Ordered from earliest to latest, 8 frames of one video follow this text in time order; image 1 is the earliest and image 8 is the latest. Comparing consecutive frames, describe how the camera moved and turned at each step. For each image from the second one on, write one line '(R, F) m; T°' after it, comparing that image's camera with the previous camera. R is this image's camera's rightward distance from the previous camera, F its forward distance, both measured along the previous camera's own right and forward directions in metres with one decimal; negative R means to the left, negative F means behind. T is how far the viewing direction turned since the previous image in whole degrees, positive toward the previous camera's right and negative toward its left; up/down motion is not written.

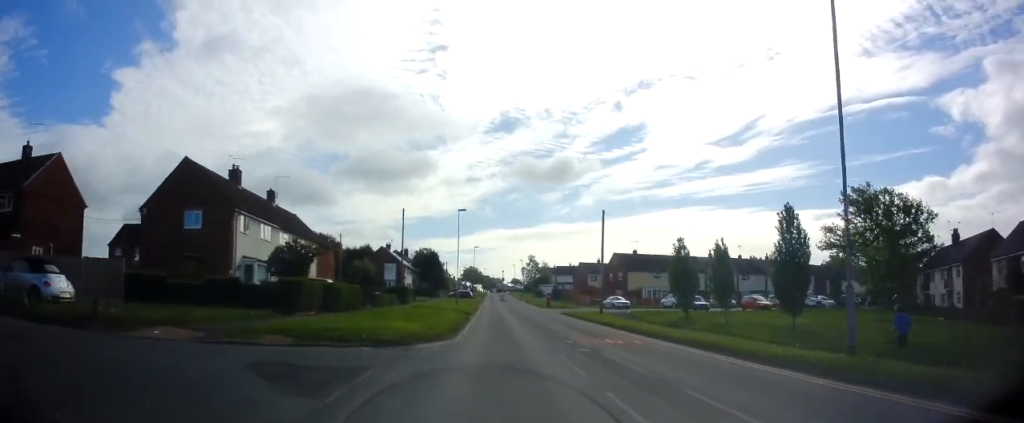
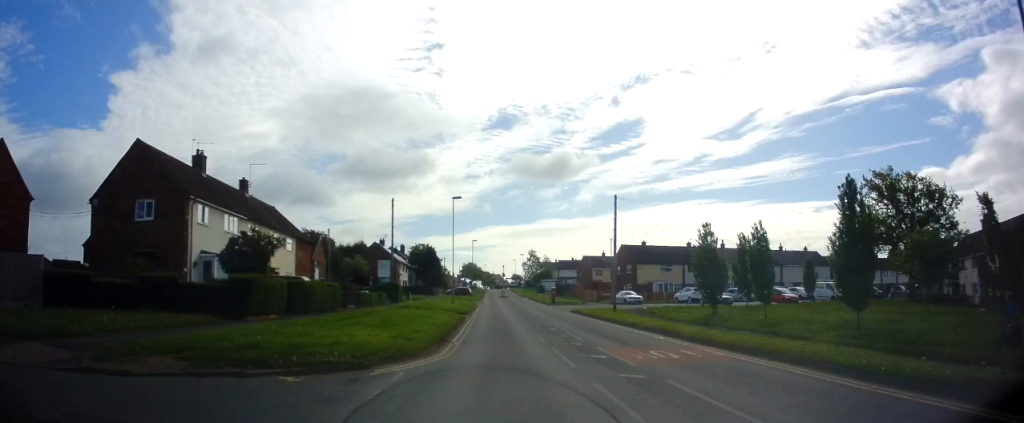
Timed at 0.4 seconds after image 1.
(0.0, +5.0) m; 0°
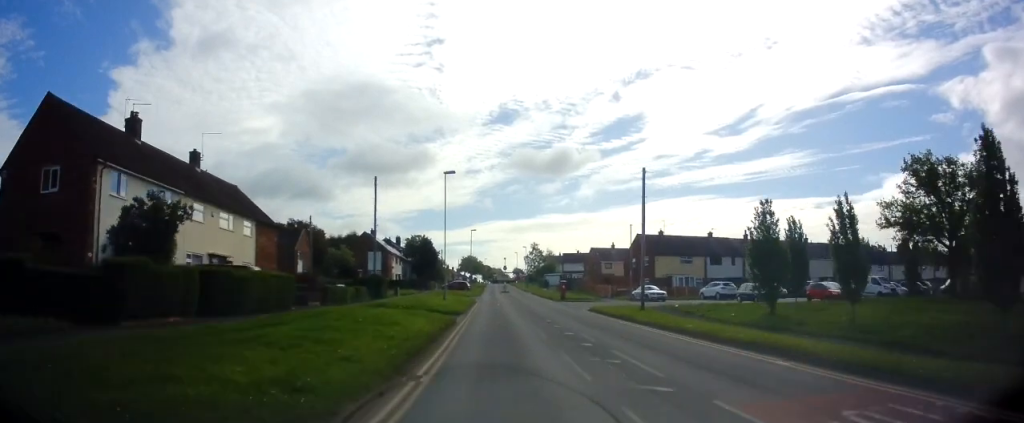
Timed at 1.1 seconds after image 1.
(0.0, +7.4) m; 0°
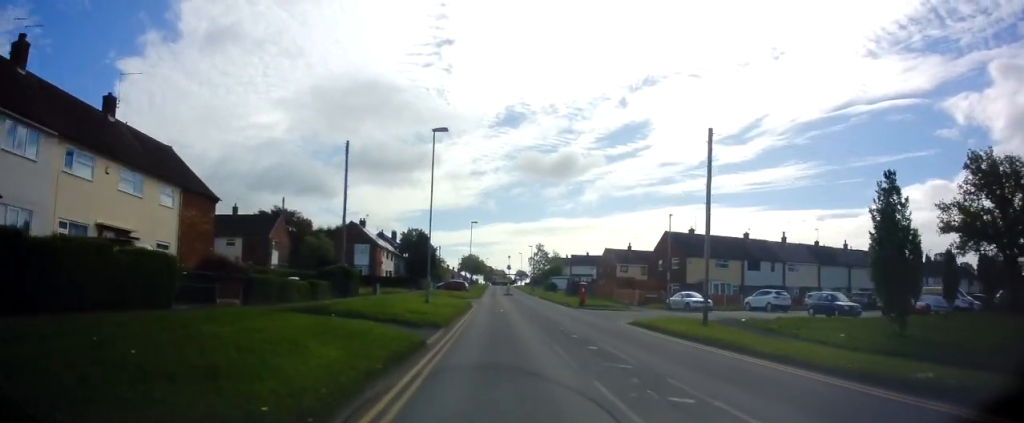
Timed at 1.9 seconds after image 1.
(0.0, +9.7) m; 0°
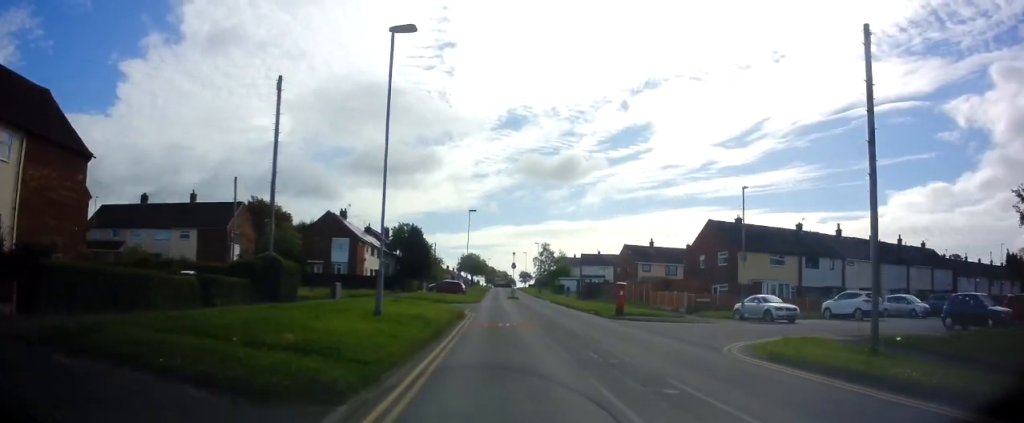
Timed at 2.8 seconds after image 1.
(0.0, +11.2) m; -2°
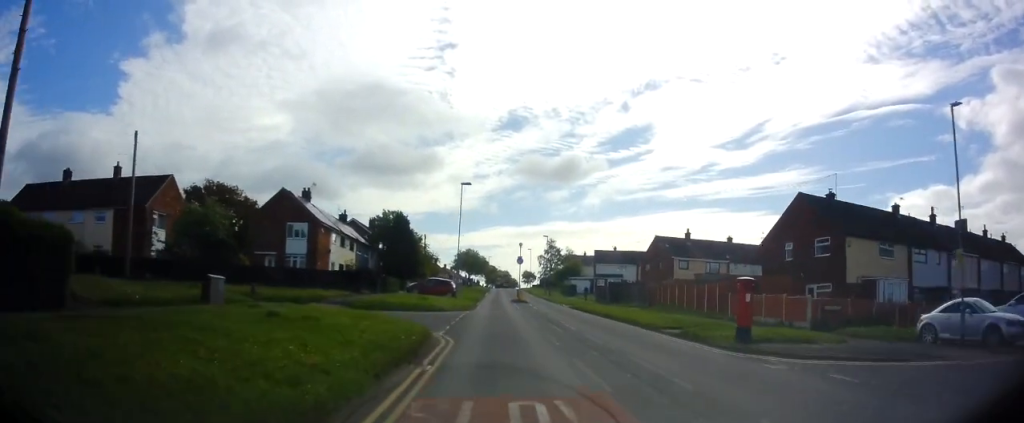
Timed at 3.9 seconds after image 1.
(-0.4, +14.2) m; -1°
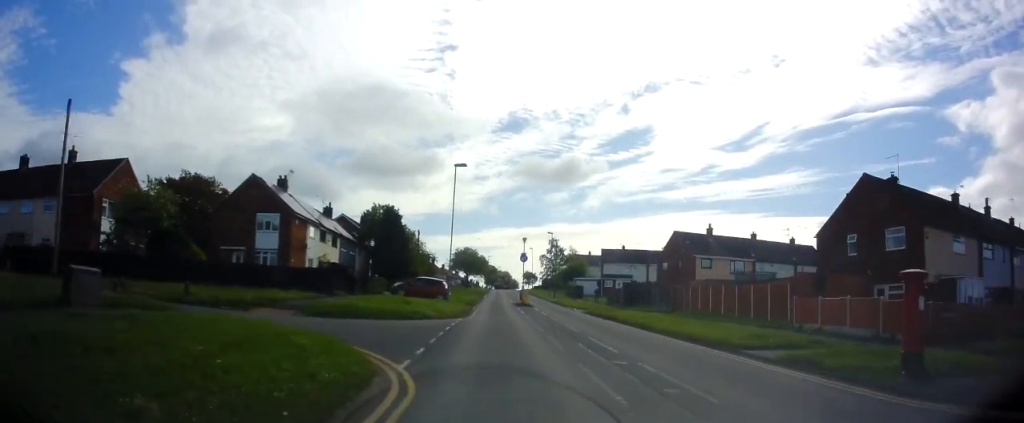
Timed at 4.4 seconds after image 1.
(+0.1, +6.6) m; +1°
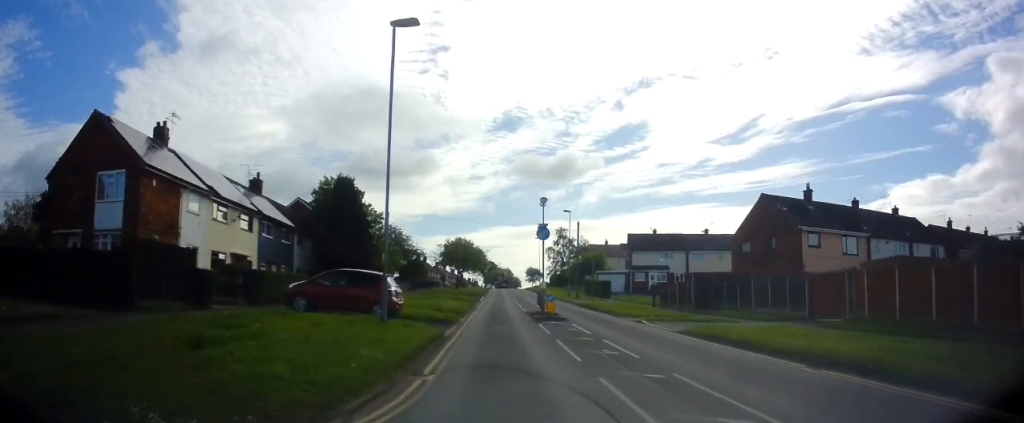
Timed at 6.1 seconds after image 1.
(+0.4, +19.4) m; +1°
